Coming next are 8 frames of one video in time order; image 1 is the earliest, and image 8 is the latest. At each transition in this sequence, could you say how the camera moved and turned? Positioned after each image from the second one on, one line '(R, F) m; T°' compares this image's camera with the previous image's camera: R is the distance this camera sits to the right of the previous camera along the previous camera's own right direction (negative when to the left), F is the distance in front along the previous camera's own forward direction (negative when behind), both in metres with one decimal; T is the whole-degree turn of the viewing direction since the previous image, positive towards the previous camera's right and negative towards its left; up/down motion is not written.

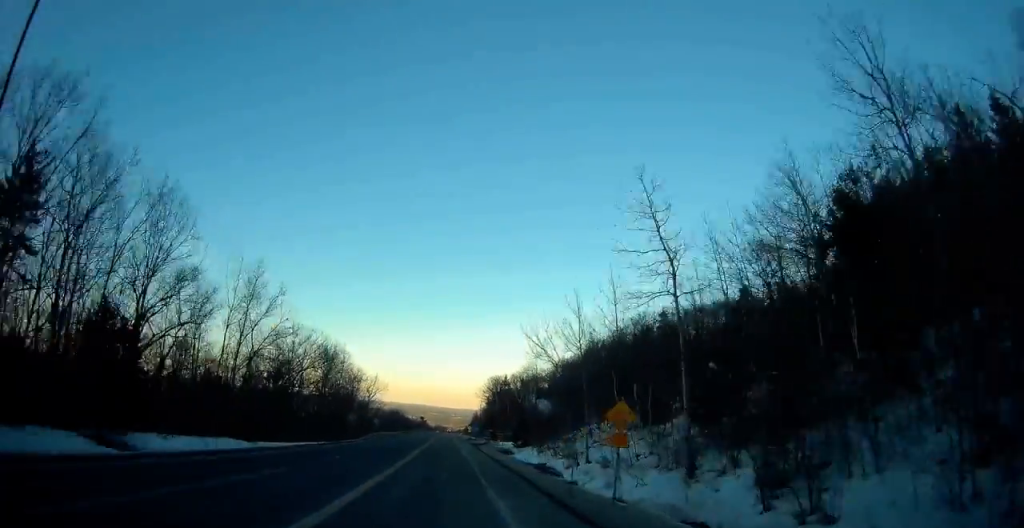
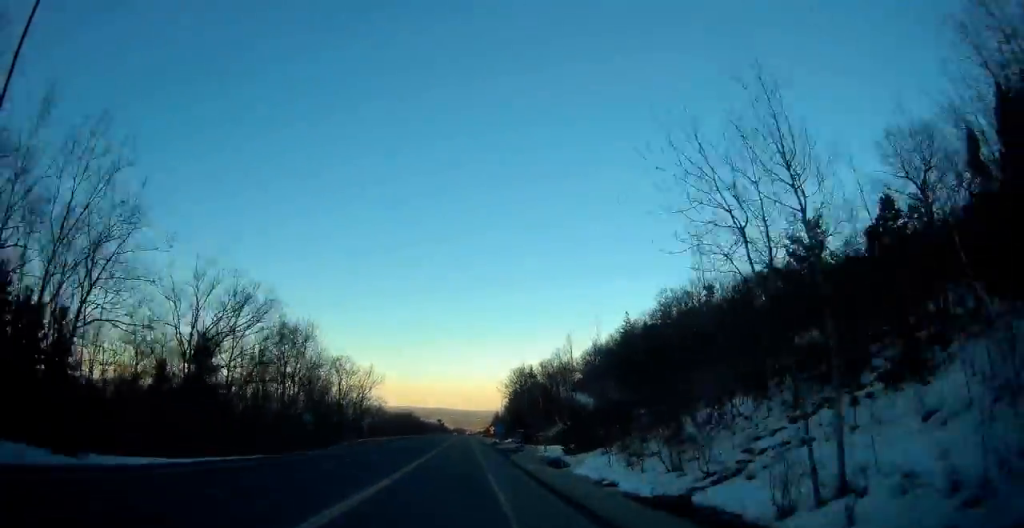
(-1.0, +26.8) m; -2°
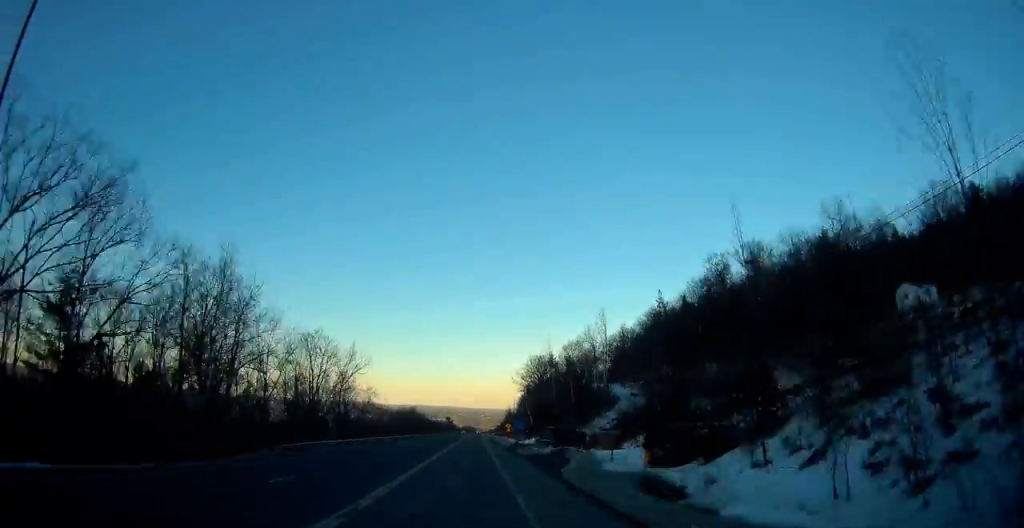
(-0.5, +21.8) m; -1°
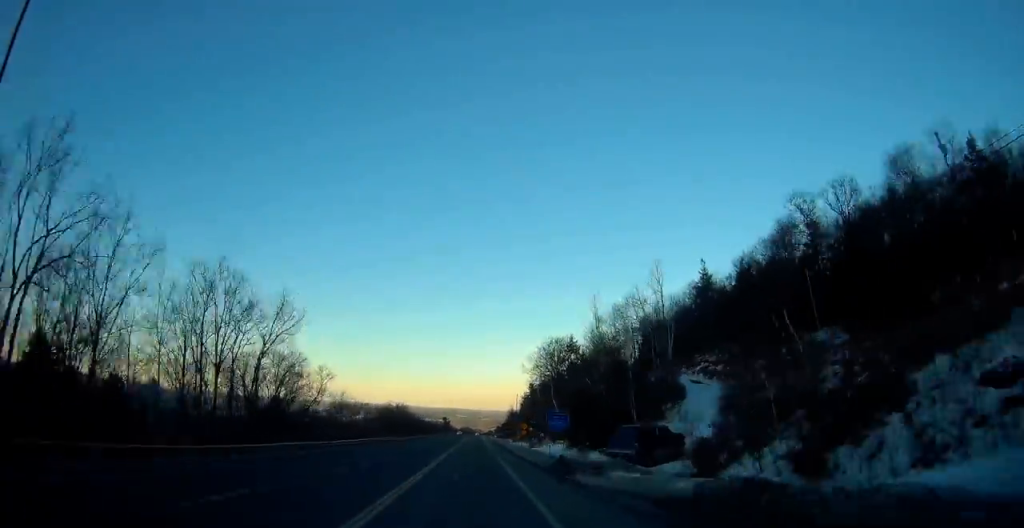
(-0.1, +28.9) m; 0°
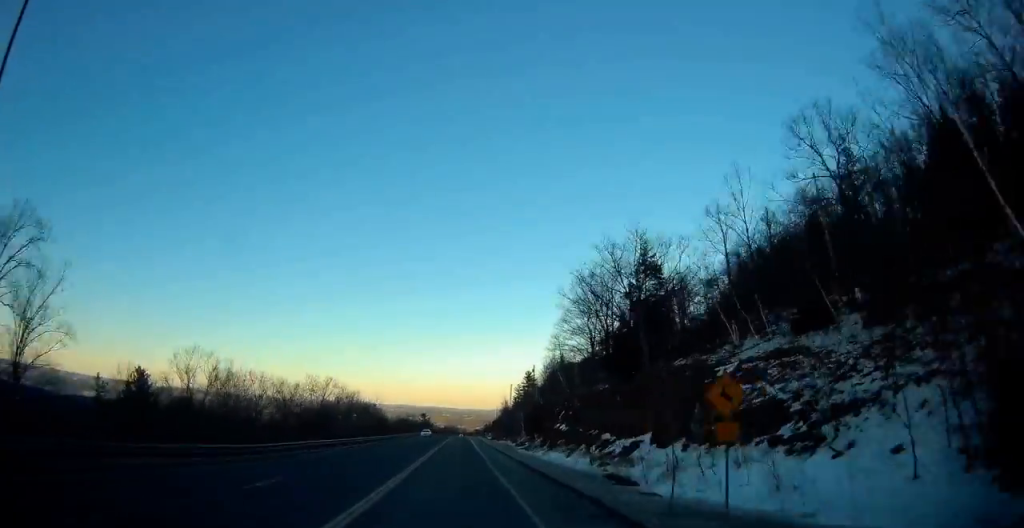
(+0.4, +56.5) m; 0°
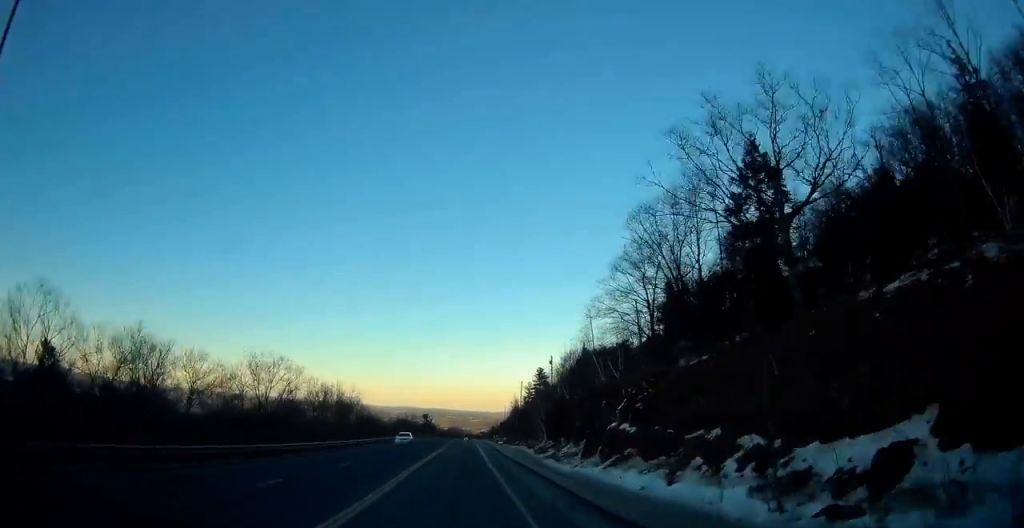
(+0.2, +24.0) m; 0°
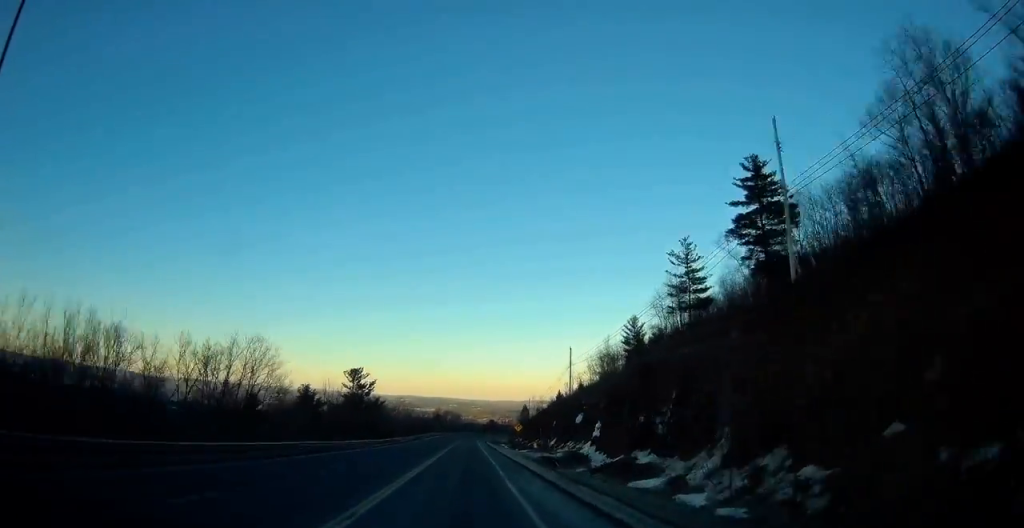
(+0.2, +185.9) m; 0°
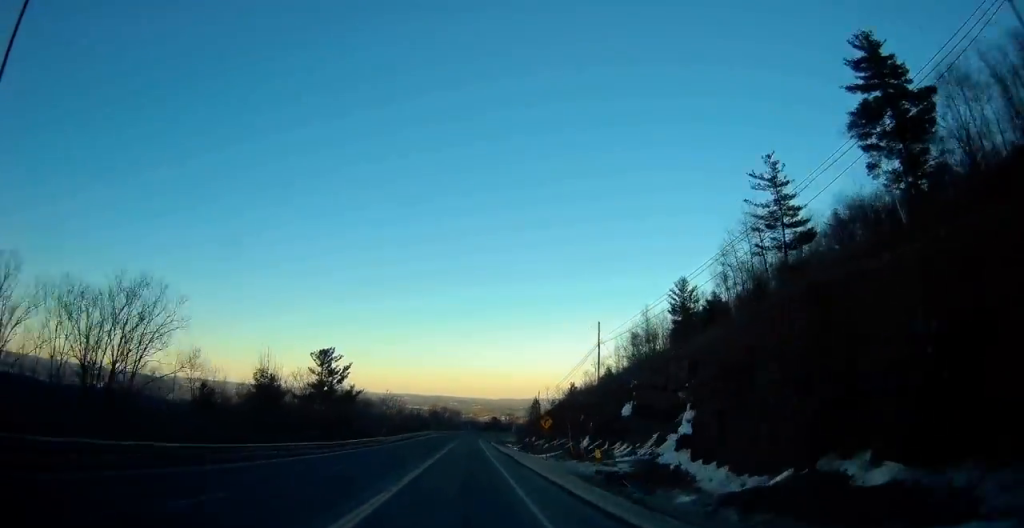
(0.0, +23.9) m; 0°
